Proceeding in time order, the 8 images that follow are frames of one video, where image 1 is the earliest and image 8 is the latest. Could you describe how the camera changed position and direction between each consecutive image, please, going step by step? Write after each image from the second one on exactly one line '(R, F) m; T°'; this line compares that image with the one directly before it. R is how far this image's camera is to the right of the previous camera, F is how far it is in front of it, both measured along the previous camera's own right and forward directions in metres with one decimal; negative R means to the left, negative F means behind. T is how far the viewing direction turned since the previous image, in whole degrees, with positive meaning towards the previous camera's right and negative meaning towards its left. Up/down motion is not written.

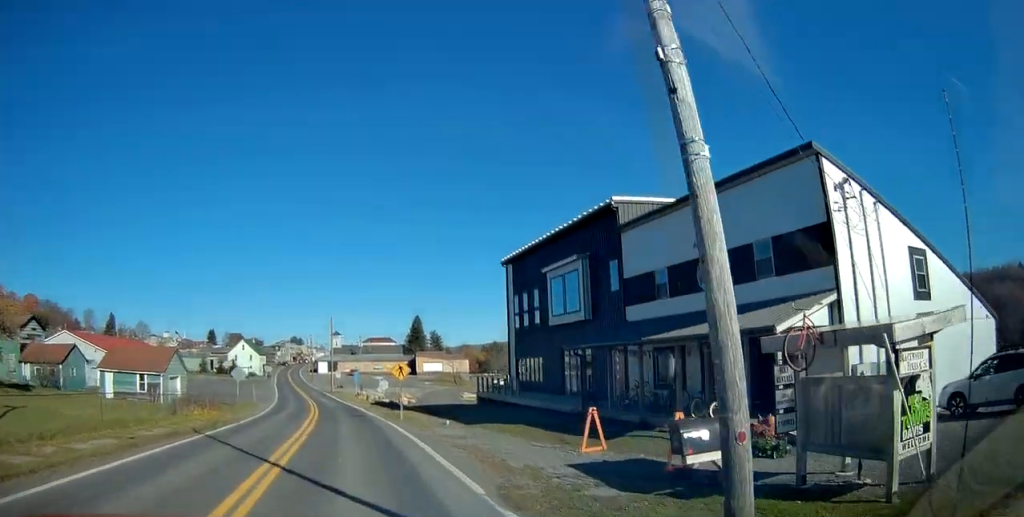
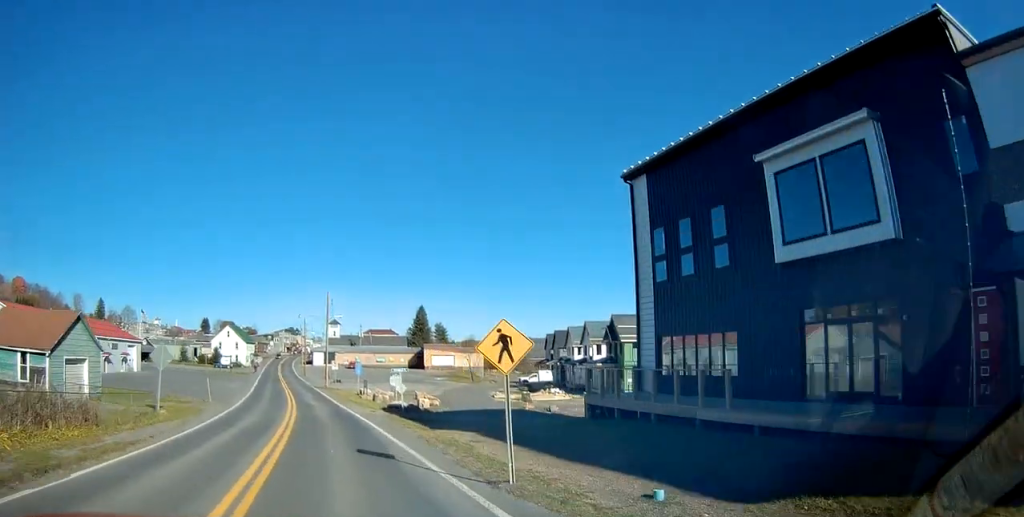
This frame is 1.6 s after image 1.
(+0.3, +18.5) m; +1°
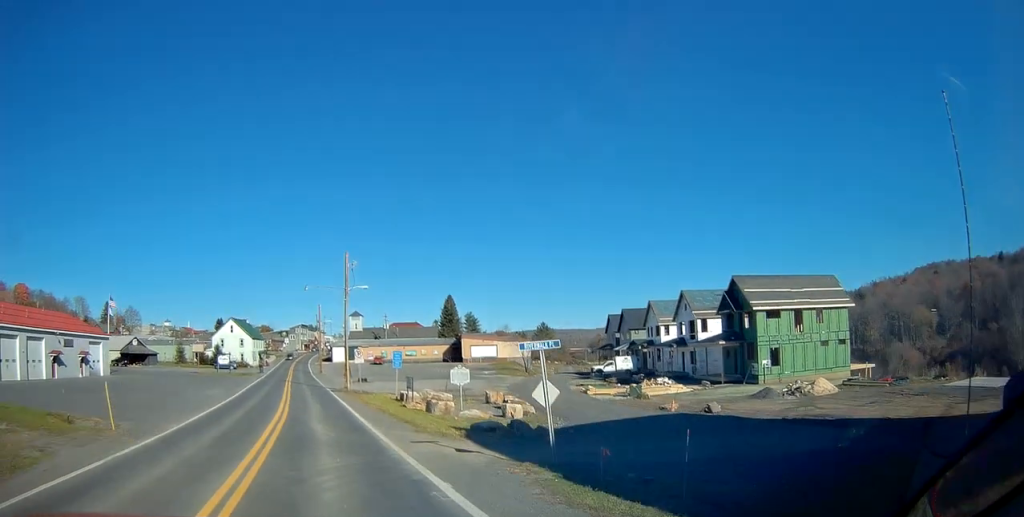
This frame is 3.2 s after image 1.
(-0.6, +19.5) m; -3°
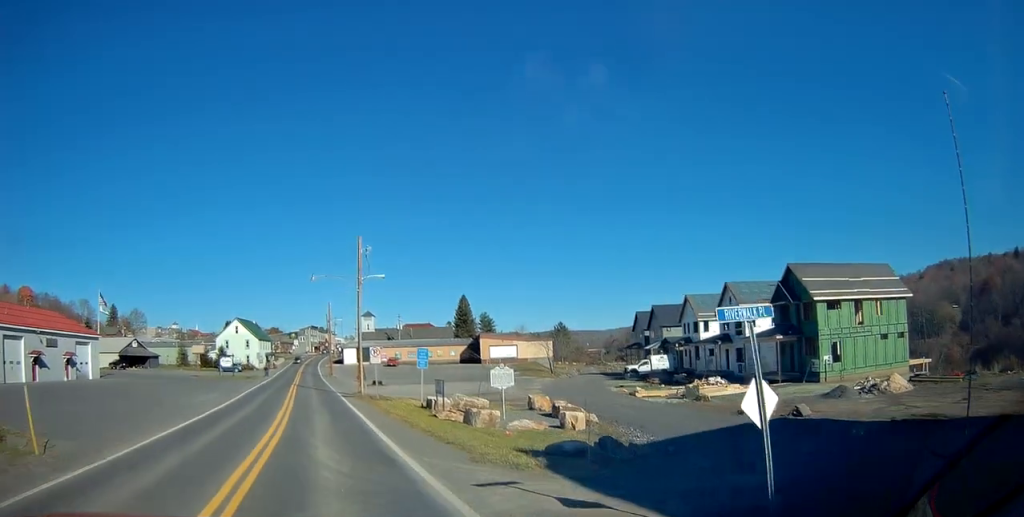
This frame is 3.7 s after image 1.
(0.0, +6.1) m; -1°
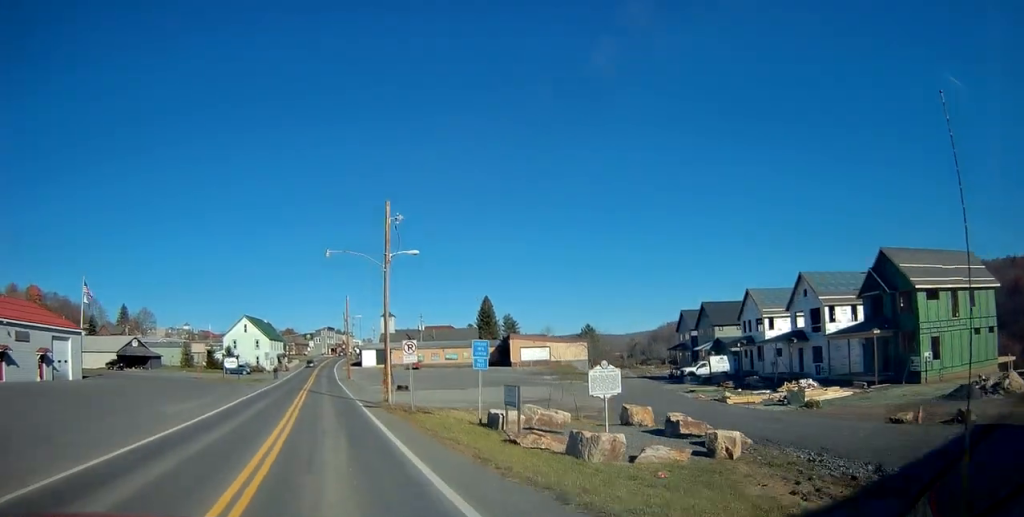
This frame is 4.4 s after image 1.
(-0.2, +8.7) m; -2°
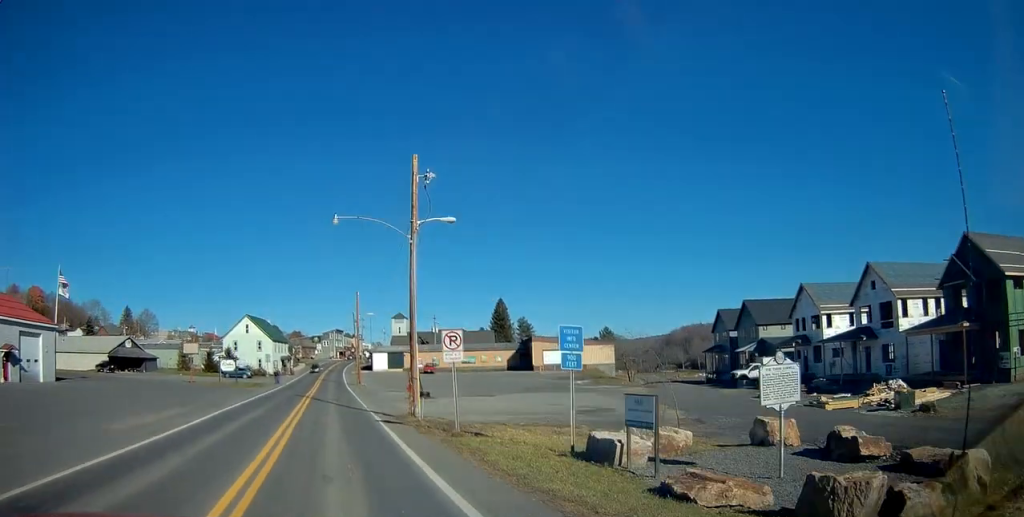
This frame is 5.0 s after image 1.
(-0.1, +7.4) m; -1°
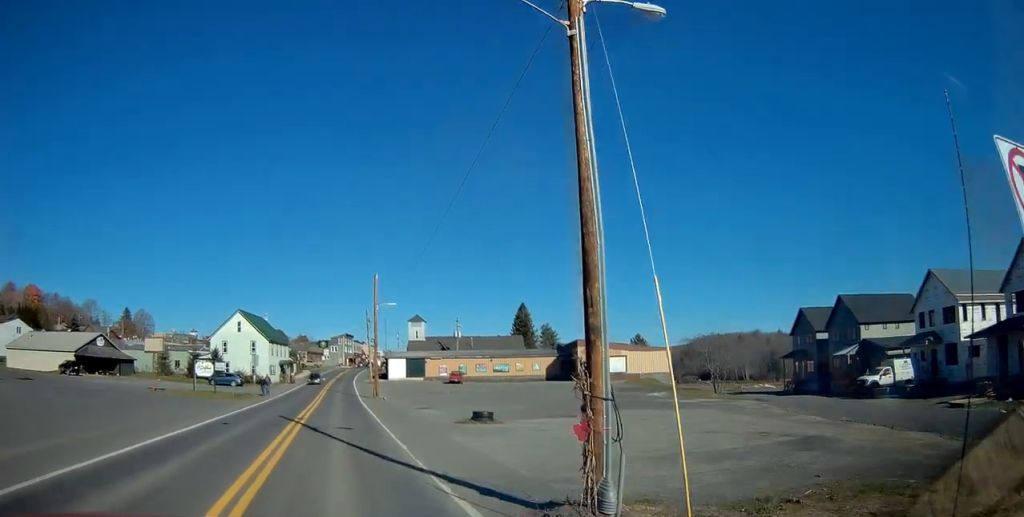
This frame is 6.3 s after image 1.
(-0.1, +15.7) m; 0°
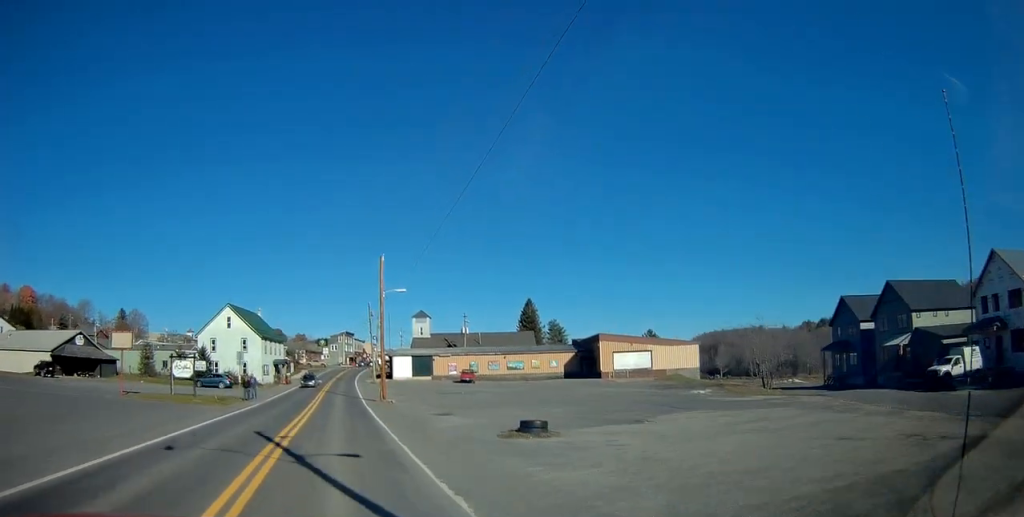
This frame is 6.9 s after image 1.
(+0.1, +7.4) m; 0°
